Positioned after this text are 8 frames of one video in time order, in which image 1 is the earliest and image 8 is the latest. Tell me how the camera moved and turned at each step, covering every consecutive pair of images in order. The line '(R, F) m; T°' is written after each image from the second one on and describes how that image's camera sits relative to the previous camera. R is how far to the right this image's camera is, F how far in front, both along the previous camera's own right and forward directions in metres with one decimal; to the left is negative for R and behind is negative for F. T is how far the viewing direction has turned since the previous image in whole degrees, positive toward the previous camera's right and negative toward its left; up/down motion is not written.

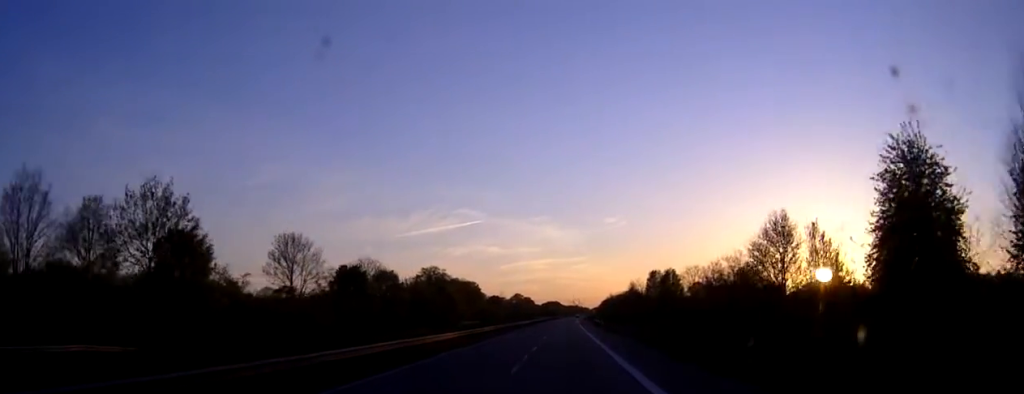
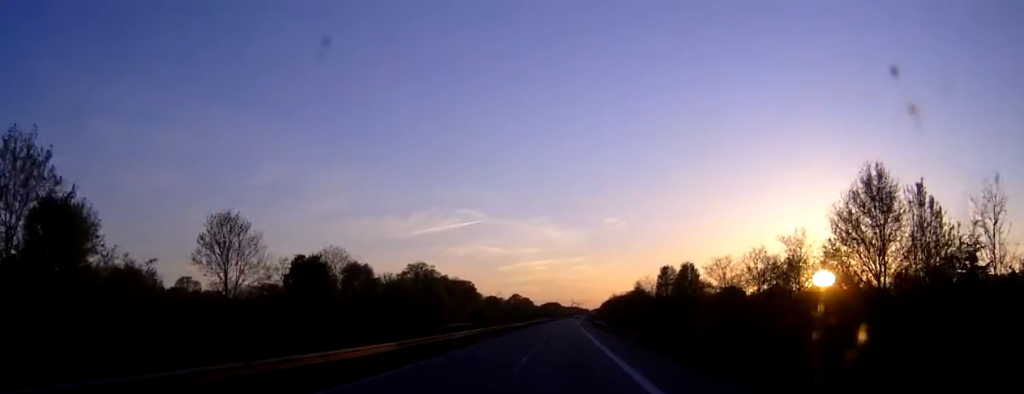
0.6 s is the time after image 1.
(0.0, +15.9) m; 0°
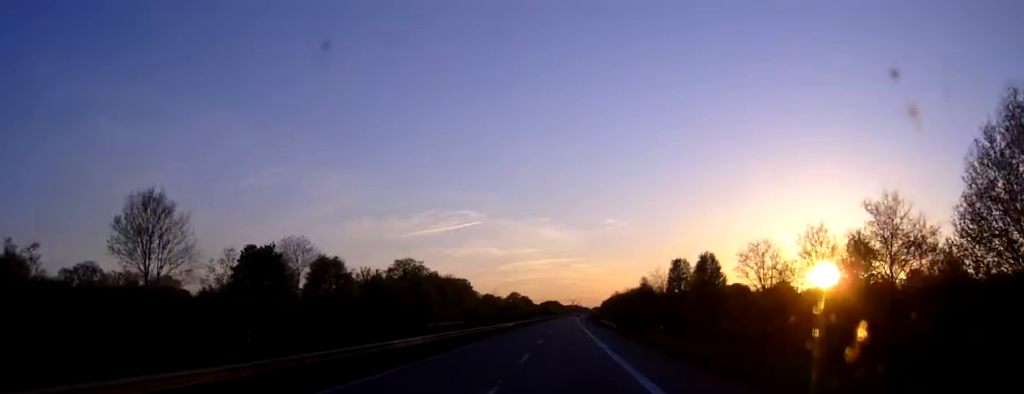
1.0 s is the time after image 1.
(0.0, +13.1) m; 0°
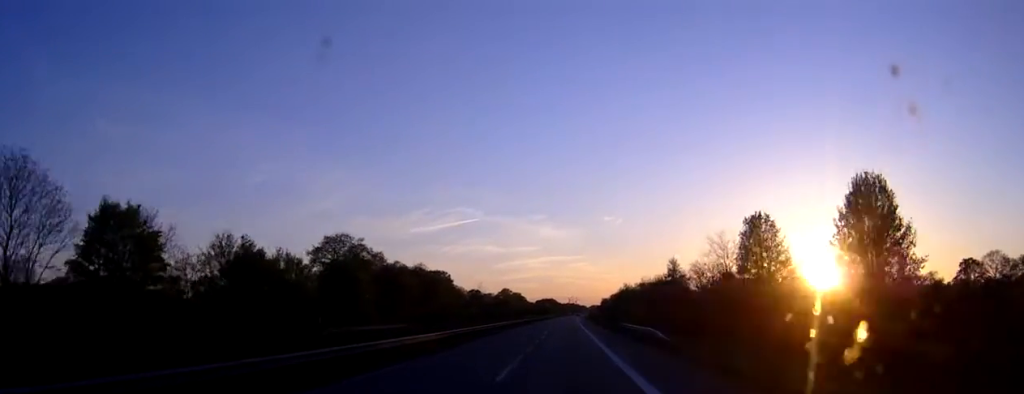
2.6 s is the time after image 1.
(+0.1, +45.2) m; 0°
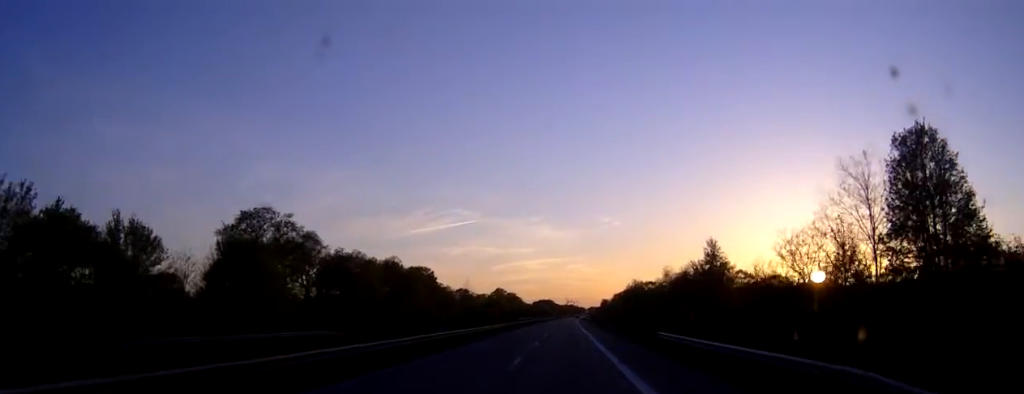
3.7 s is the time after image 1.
(0.0, +30.2) m; 0°
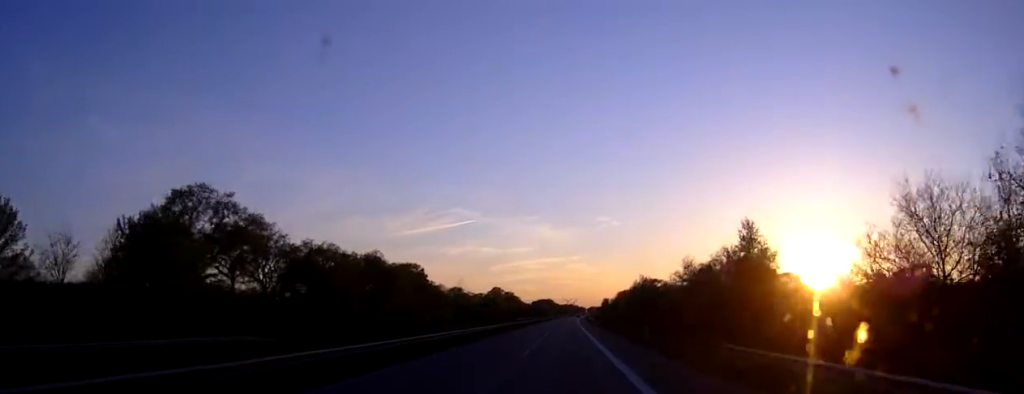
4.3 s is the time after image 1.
(0.0, +16.0) m; 0°
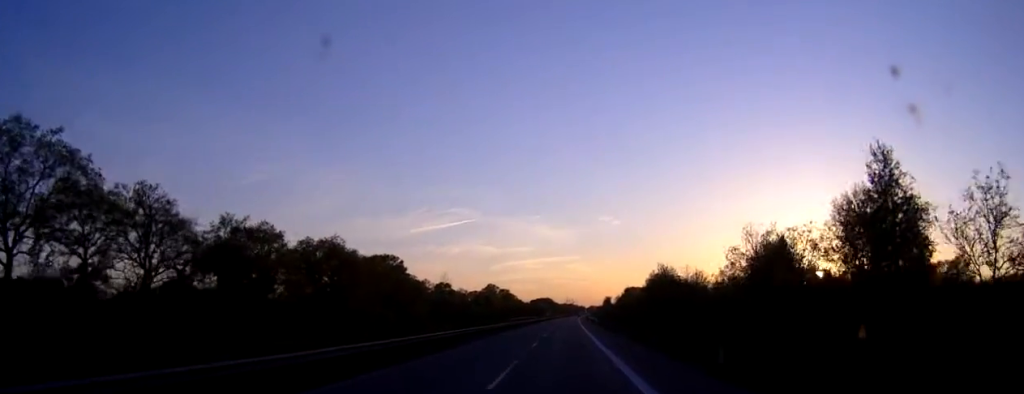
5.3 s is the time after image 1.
(0.0, +28.2) m; 0°
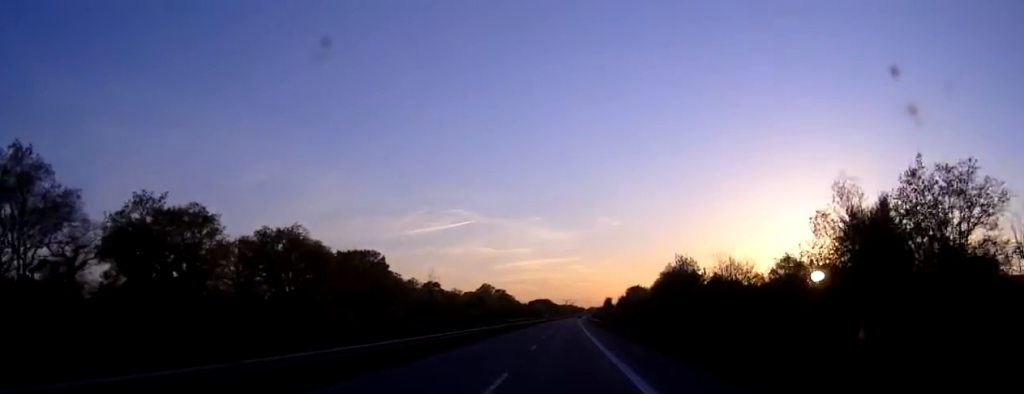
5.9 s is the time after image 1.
(0.0, +18.8) m; 0°
